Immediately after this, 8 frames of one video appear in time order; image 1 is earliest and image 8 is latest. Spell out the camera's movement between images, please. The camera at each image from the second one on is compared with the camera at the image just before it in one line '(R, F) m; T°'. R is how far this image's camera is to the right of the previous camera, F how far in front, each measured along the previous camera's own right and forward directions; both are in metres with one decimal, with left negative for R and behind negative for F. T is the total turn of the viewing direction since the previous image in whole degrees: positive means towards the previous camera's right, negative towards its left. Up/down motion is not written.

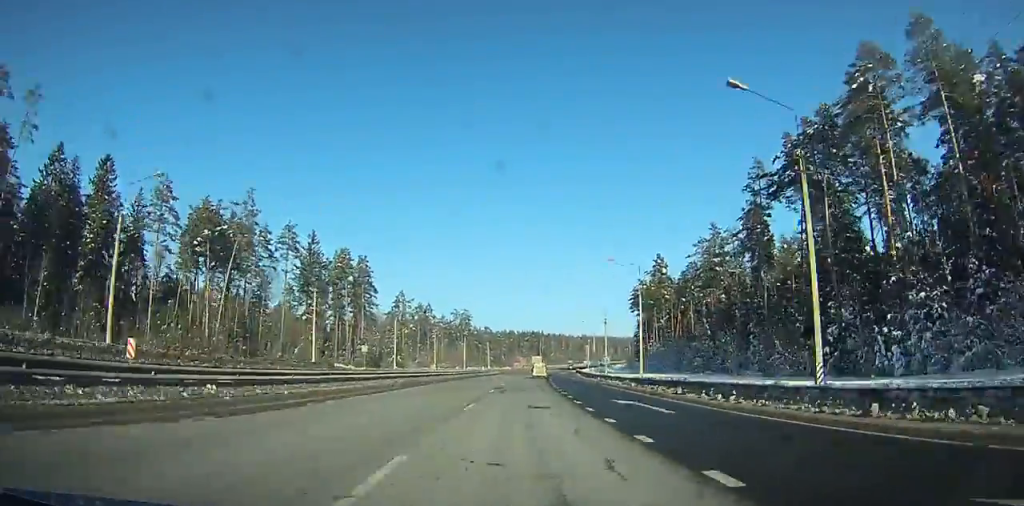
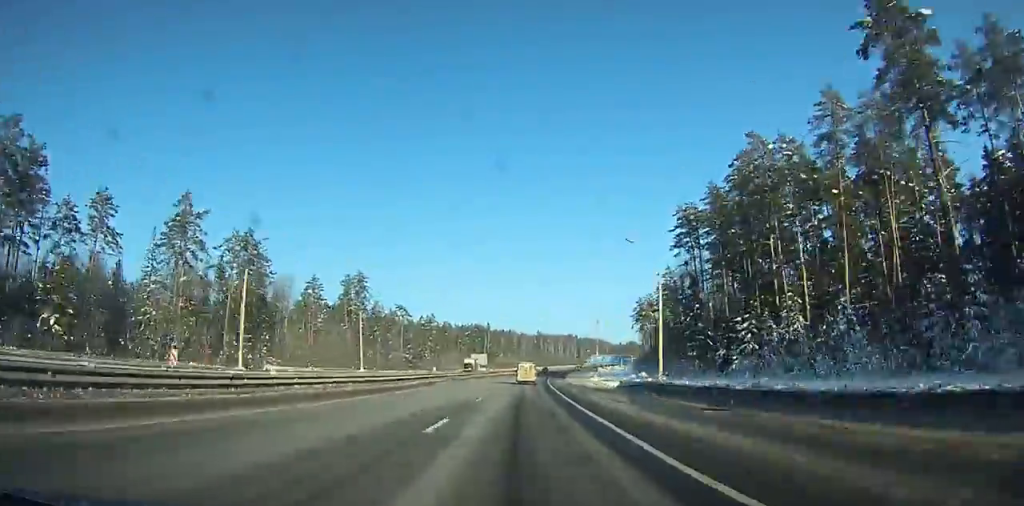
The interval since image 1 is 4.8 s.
(+5.4, +115.7) m; +5°
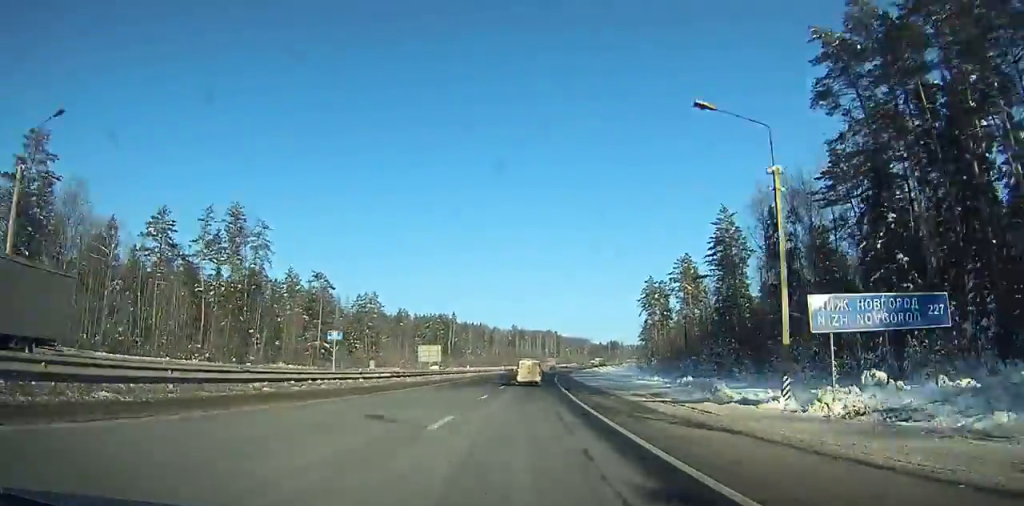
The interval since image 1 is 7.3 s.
(+1.6, +61.0) m; +3°
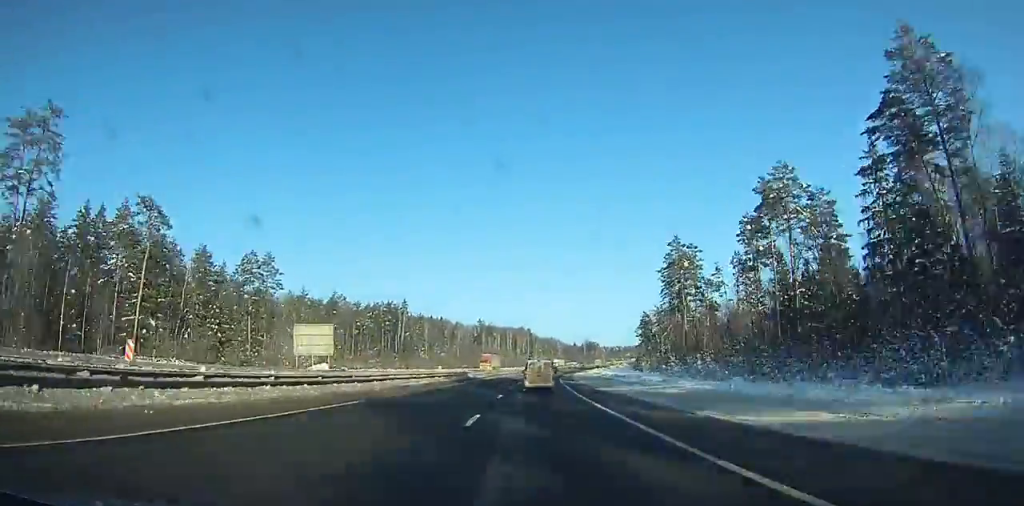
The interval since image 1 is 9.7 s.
(+1.4, +59.6) m; +3°
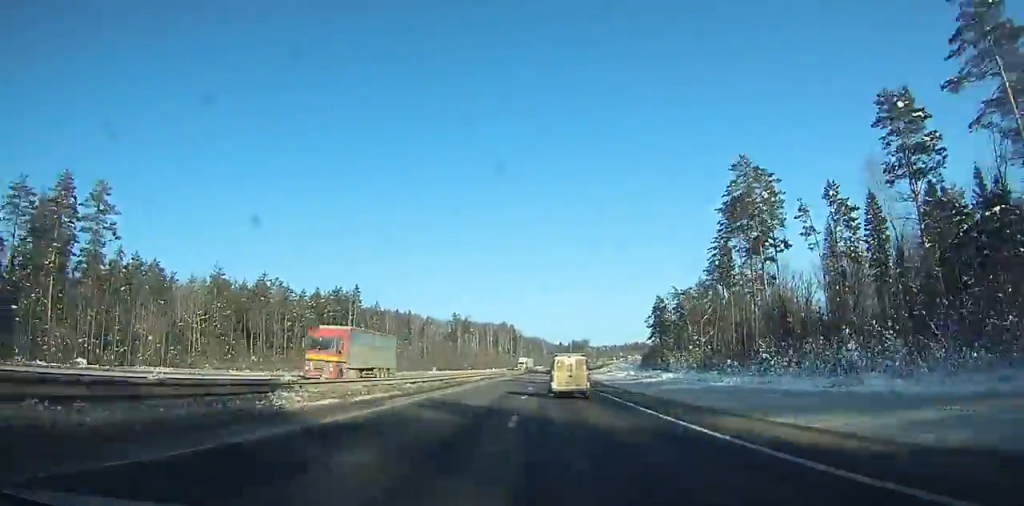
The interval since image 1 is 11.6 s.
(+0.5, +48.0) m; +2°
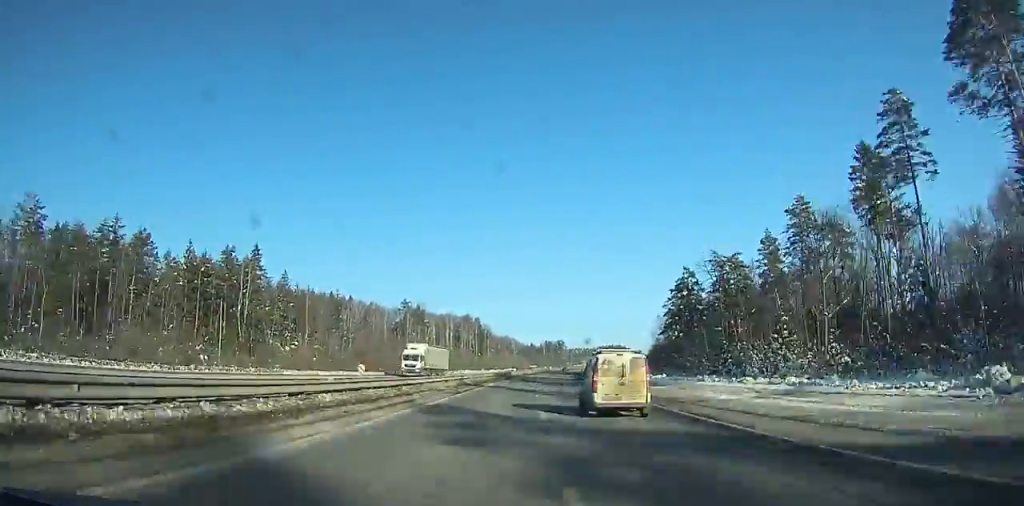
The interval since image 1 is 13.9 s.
(+1.7, +59.3) m; +3°
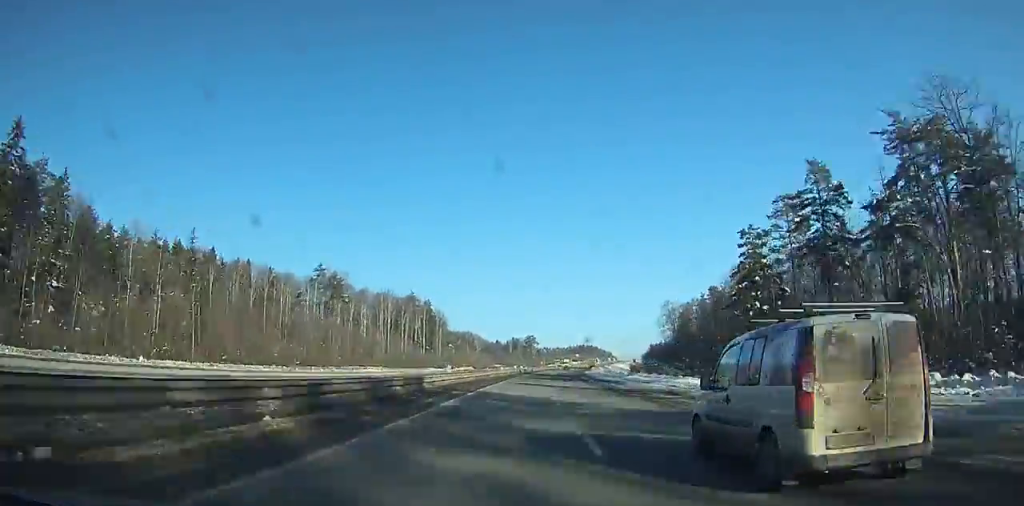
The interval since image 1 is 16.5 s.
(+2.2, +67.9) m; +4°
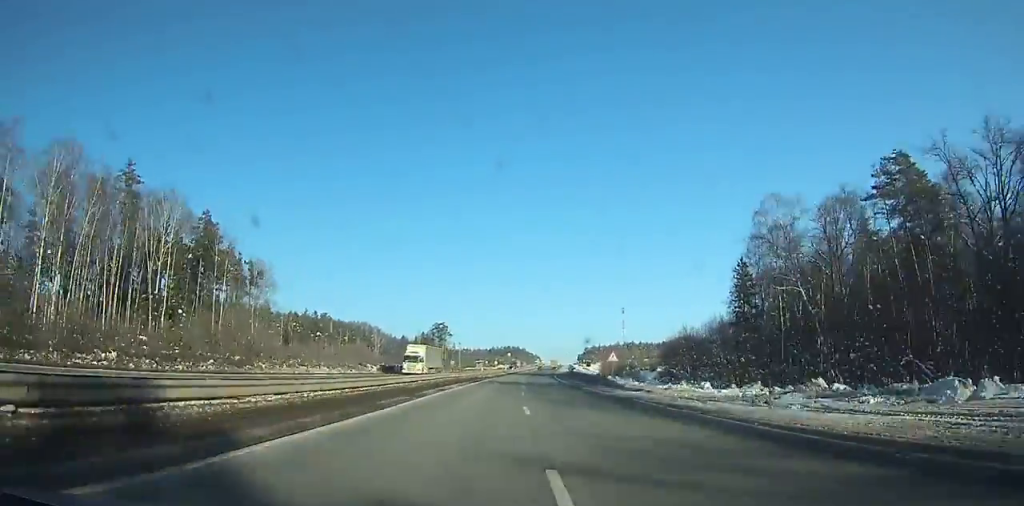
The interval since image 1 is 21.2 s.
(+7.5, +123.7) m; +7°
